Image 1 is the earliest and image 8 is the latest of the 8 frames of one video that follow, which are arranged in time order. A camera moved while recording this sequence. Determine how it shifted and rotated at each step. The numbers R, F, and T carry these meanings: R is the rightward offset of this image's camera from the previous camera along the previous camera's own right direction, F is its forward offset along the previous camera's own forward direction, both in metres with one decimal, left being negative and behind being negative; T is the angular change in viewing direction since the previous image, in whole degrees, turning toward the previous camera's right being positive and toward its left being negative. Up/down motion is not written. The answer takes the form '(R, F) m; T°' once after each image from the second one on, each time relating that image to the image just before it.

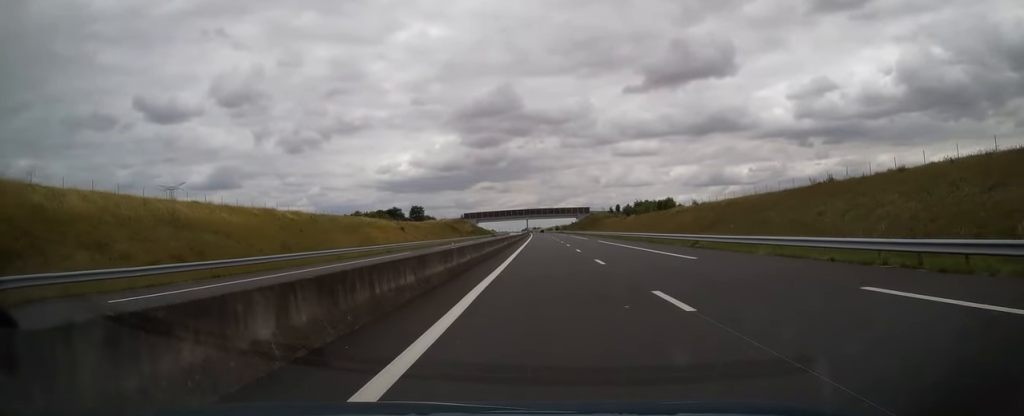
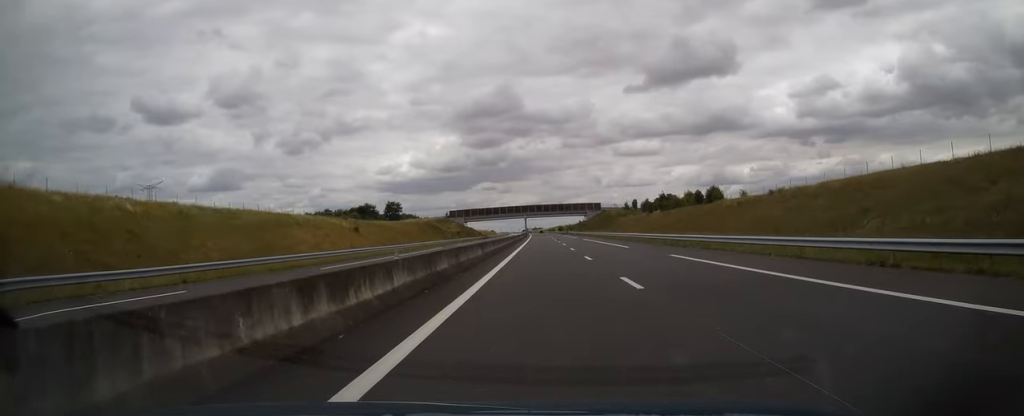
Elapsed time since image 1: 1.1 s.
(-0.1, +34.8) m; 0°
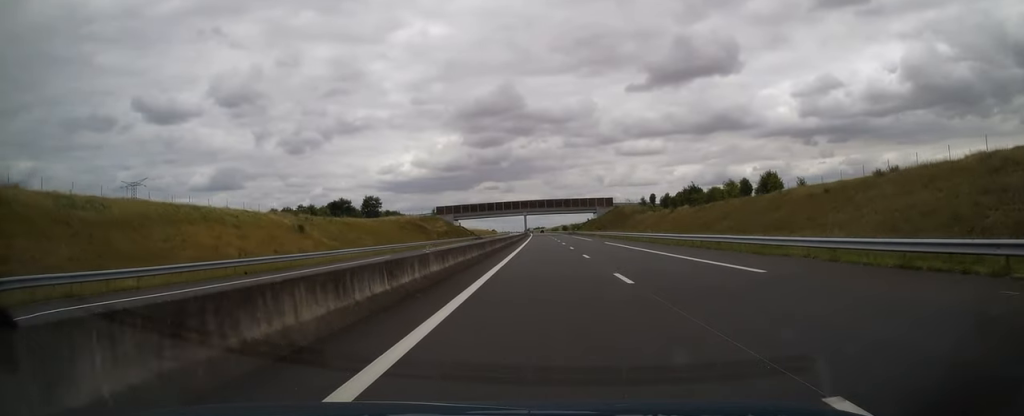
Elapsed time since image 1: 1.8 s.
(-0.1, +24.3) m; 0°
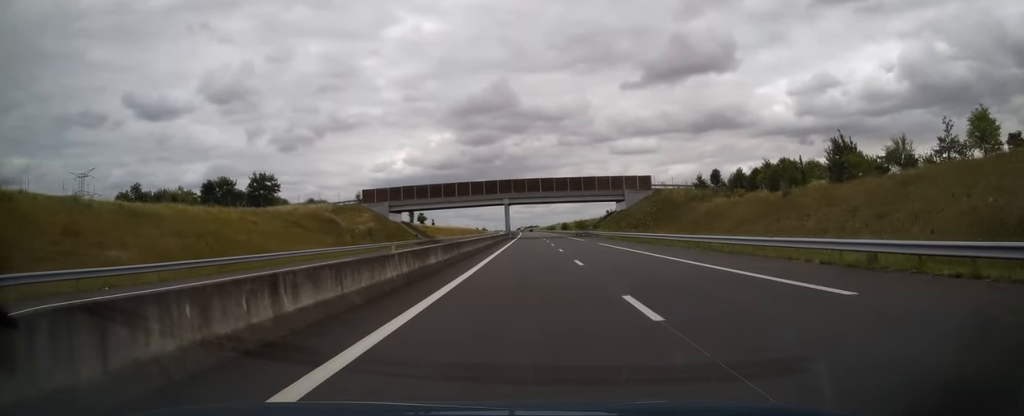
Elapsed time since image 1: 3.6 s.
(+0.6, +57.1) m; +1°
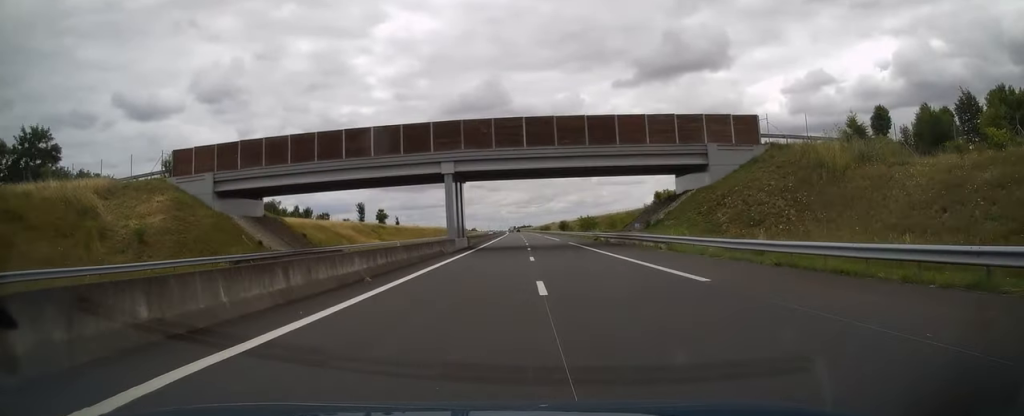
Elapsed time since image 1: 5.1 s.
(0.0, +48.0) m; +1°
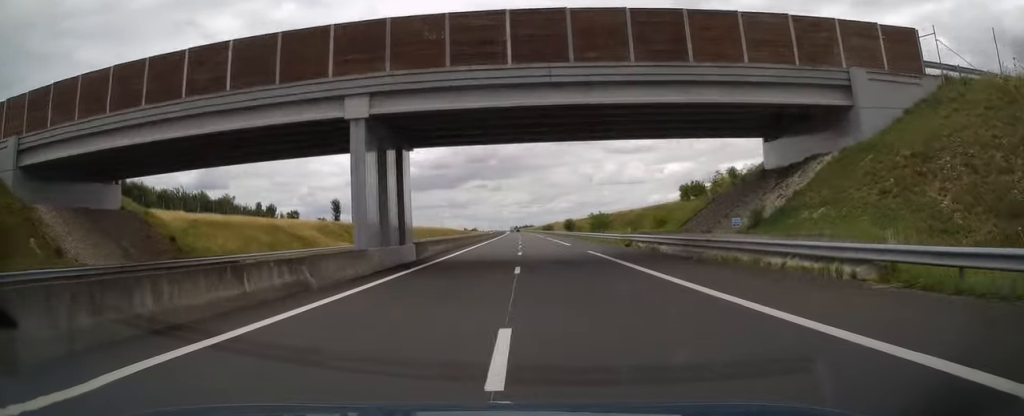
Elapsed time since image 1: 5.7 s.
(+0.1, +19.9) m; 0°
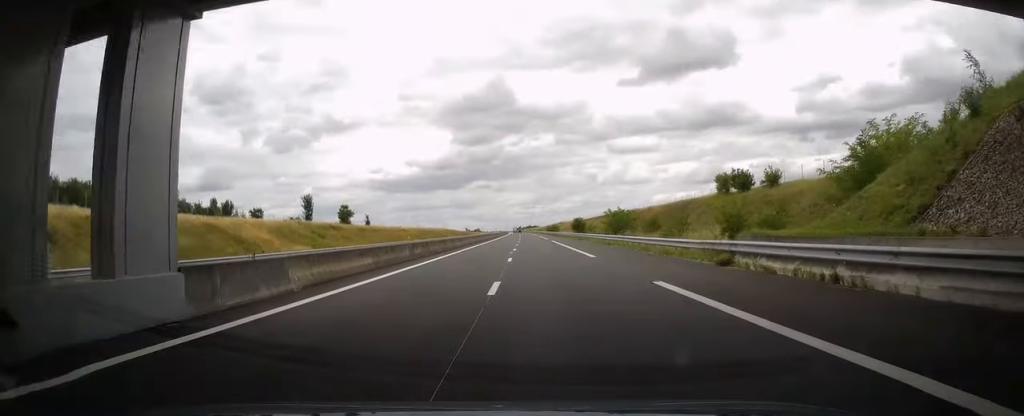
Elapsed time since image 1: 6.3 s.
(+0.2, +18.7) m; -1°
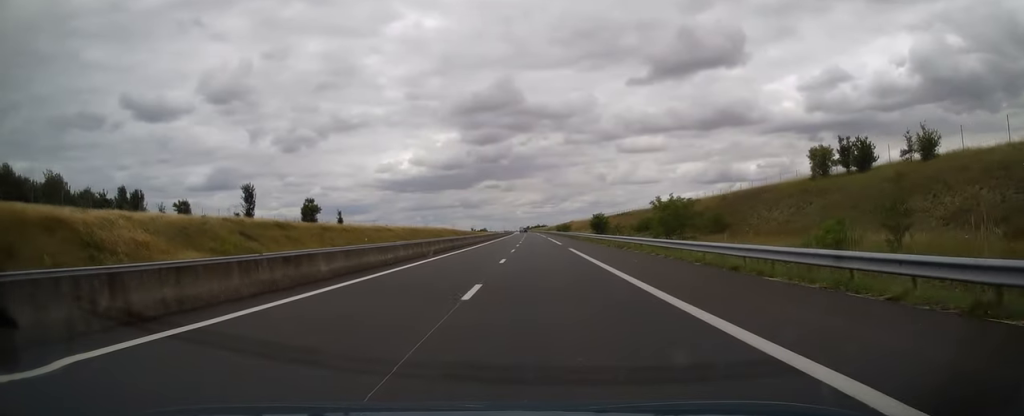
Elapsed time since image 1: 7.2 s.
(-0.7, +26.2) m; -1°
